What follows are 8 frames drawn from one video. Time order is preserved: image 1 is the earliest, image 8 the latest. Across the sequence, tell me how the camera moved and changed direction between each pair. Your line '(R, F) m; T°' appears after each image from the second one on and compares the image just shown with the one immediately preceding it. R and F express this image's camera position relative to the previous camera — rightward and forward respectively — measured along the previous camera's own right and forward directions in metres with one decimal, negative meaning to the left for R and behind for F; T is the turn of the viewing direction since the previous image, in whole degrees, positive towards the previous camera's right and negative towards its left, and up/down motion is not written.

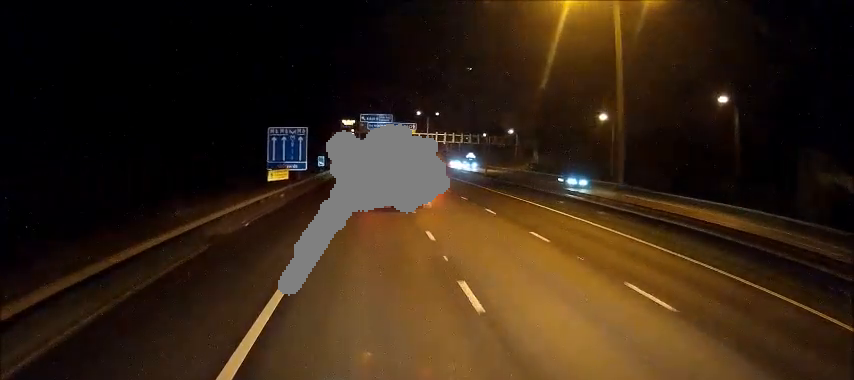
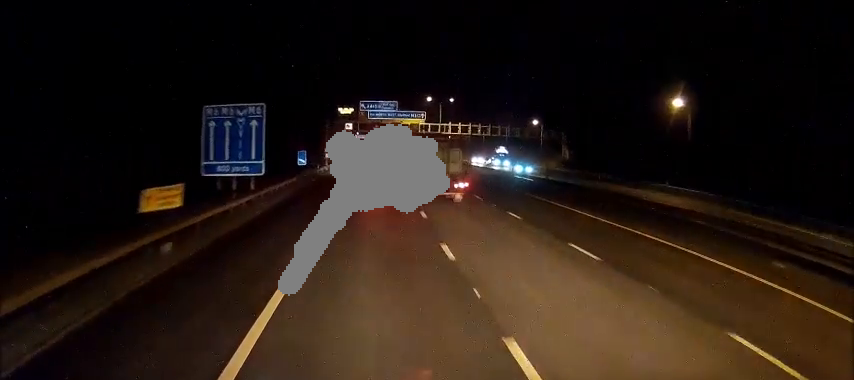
(+0.1, +21.8) m; 0°
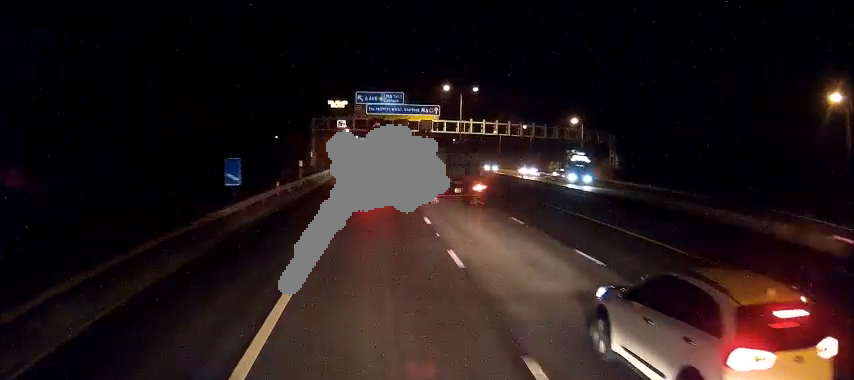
(-0.1, +26.6) m; 0°
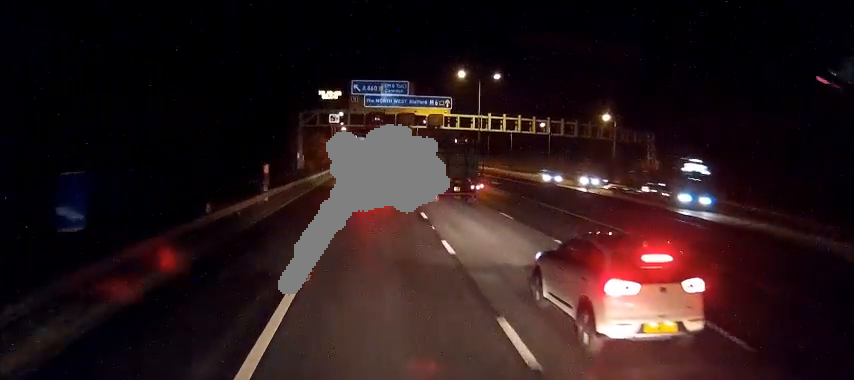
(0.0, +15.6) m; 0°
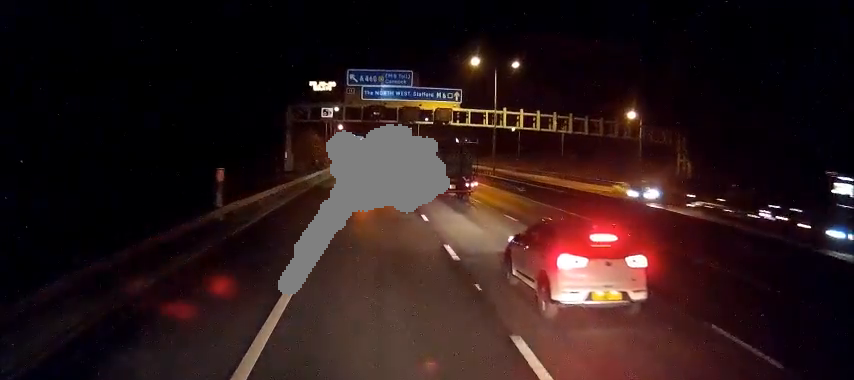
(0.0, +9.9) m; 0°
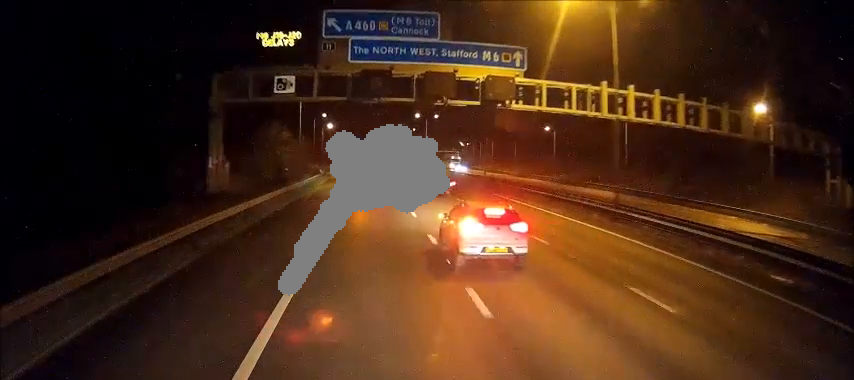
(+0.1, +31.8) m; 0°
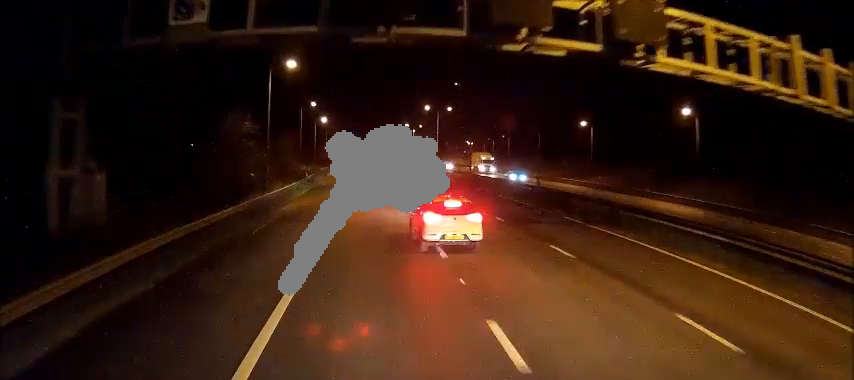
(+0.2, +20.4) m; +1°
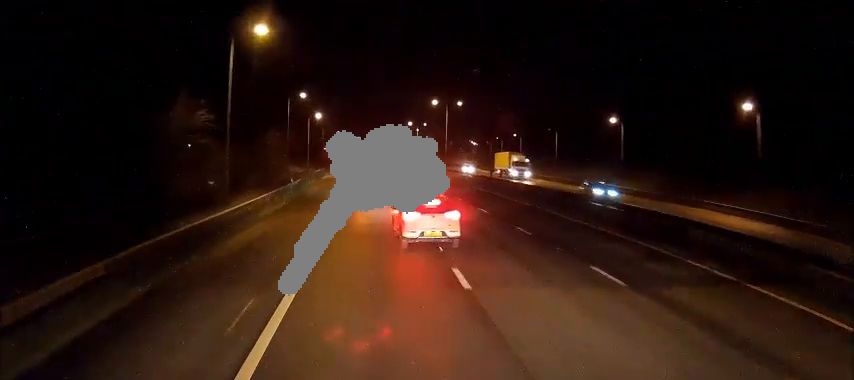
(+0.1, +12.8) m; 0°
